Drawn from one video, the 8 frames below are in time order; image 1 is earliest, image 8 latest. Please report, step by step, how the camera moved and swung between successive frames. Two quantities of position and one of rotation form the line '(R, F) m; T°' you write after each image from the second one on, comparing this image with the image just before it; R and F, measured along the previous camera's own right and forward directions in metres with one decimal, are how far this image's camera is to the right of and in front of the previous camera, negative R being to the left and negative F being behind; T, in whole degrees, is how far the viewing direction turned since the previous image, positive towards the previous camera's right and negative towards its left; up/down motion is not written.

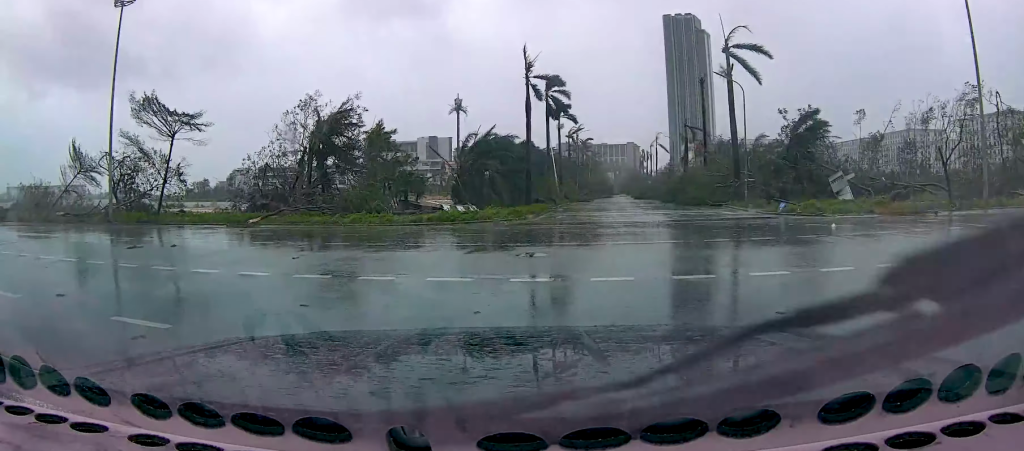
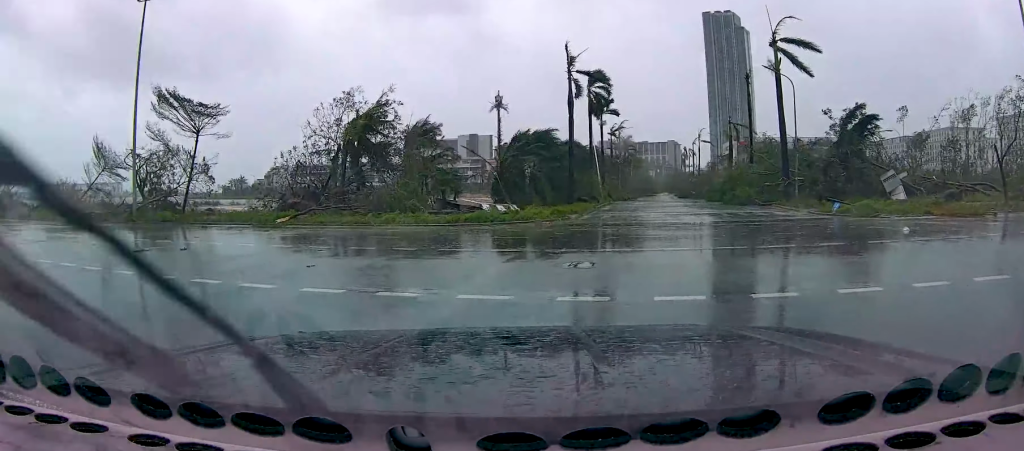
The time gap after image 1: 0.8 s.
(+0.1, +1.4) m; -19°
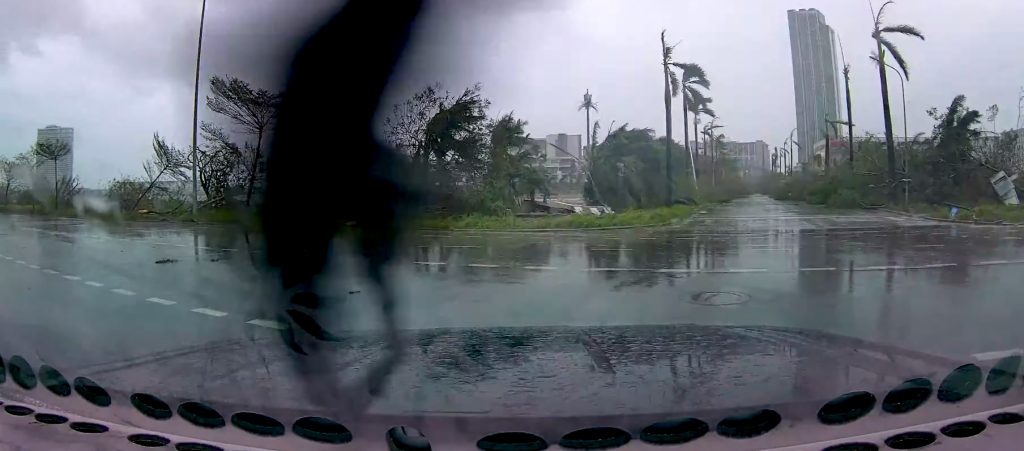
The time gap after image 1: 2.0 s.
(-0.9, +2.7) m; -17°
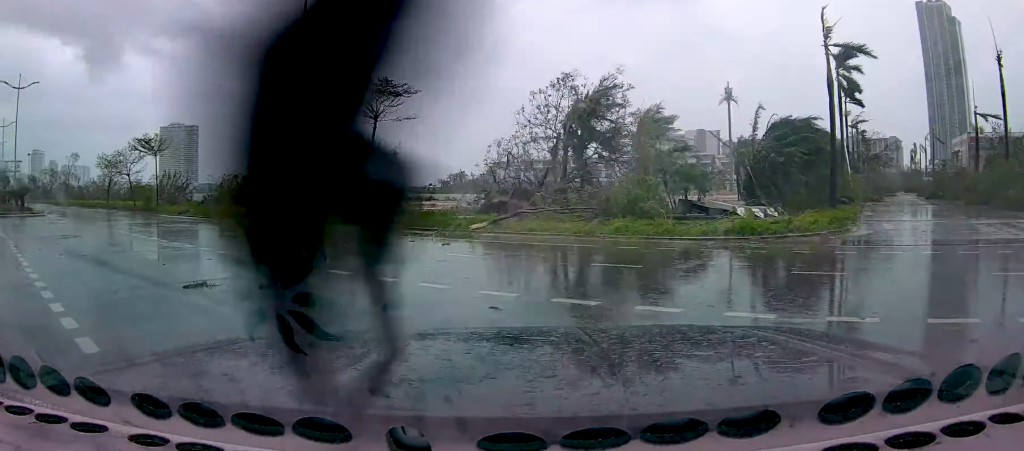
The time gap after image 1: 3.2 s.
(-0.4, +3.8) m; -12°
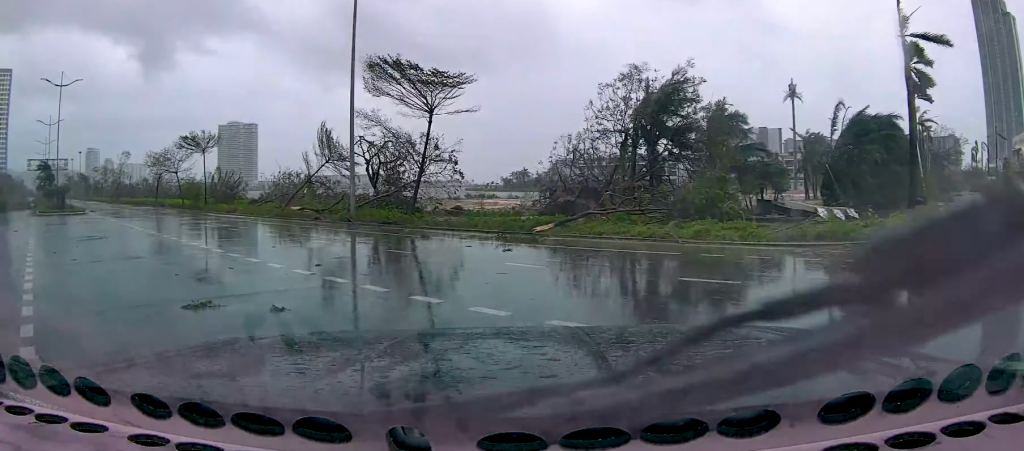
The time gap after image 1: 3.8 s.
(-0.2, +2.1) m; -5°
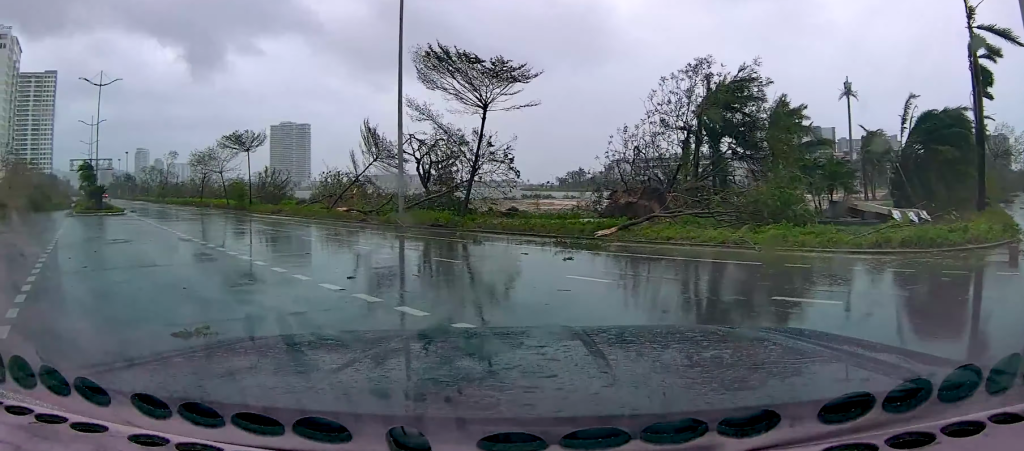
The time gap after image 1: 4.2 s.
(+0.3, +1.8) m; -4°
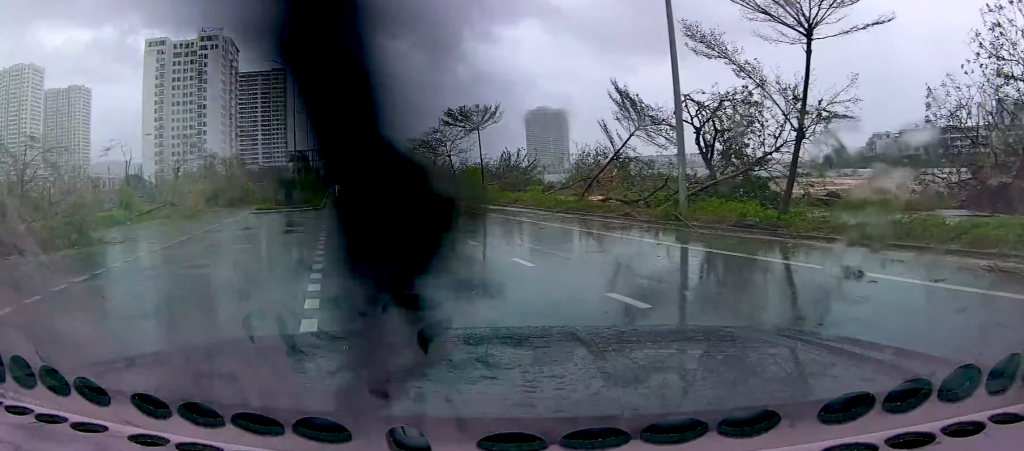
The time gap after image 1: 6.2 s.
(-1.9, +9.5) m; -20°
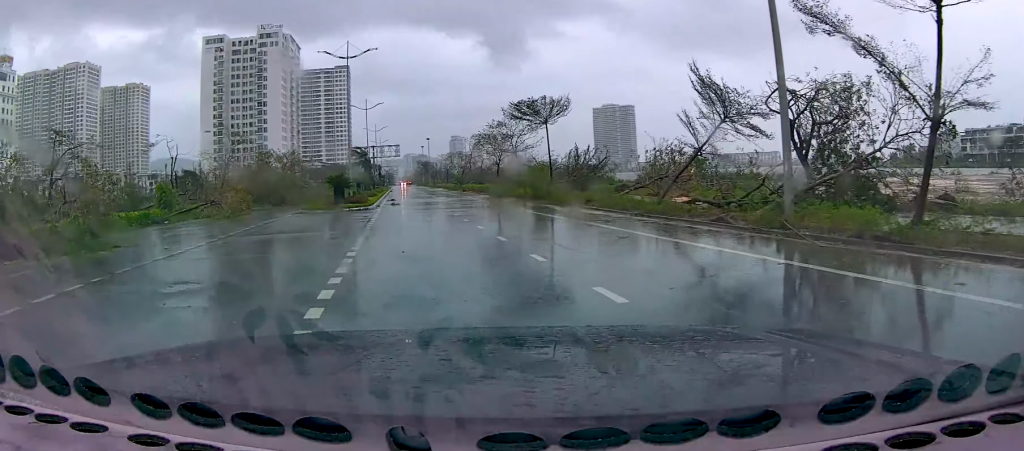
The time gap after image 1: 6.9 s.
(-0.1, +3.0) m; -5°
